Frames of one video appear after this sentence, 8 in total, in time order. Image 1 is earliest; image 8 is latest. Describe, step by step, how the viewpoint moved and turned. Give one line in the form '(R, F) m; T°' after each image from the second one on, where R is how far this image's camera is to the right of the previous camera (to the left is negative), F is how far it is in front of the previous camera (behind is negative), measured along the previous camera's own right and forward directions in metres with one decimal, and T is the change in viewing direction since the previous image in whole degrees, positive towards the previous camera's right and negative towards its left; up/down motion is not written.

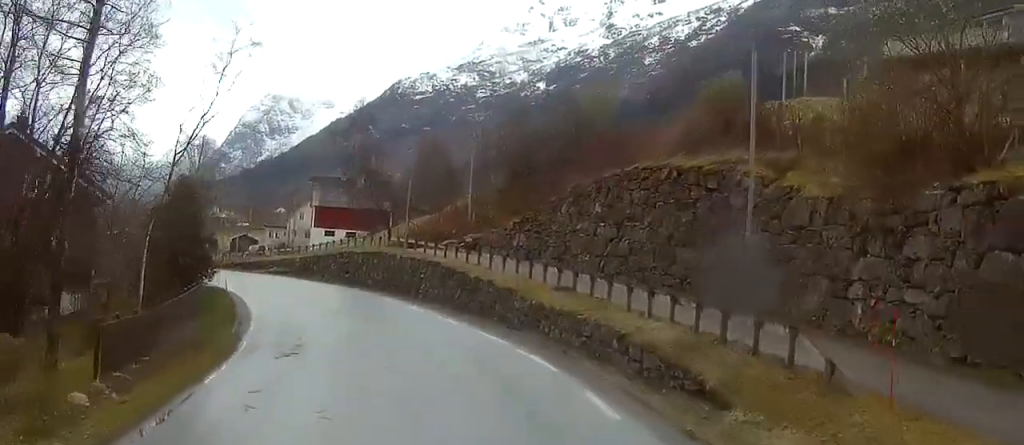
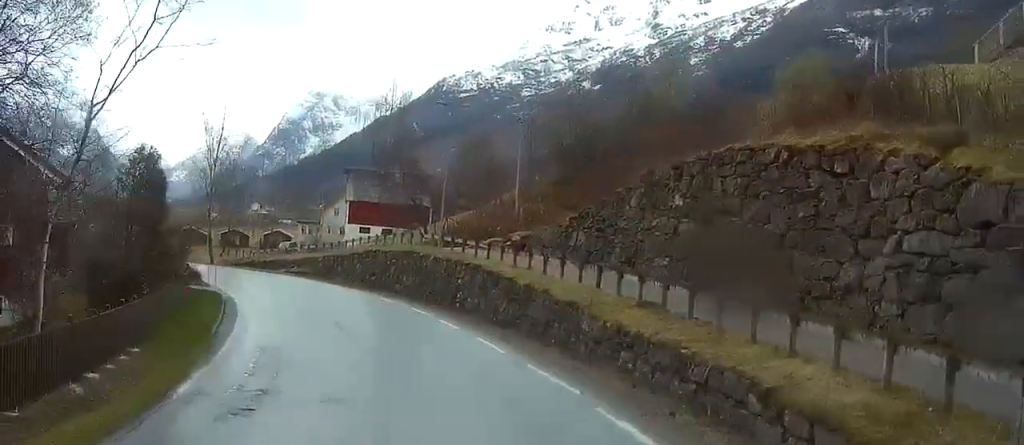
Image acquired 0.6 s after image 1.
(0.0, +9.1) m; -1°
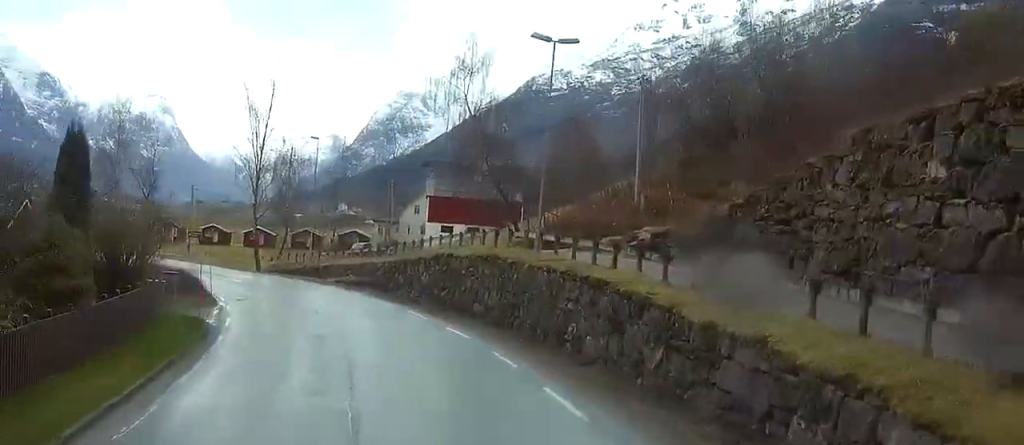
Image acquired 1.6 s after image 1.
(-0.3, +15.5) m; -4°
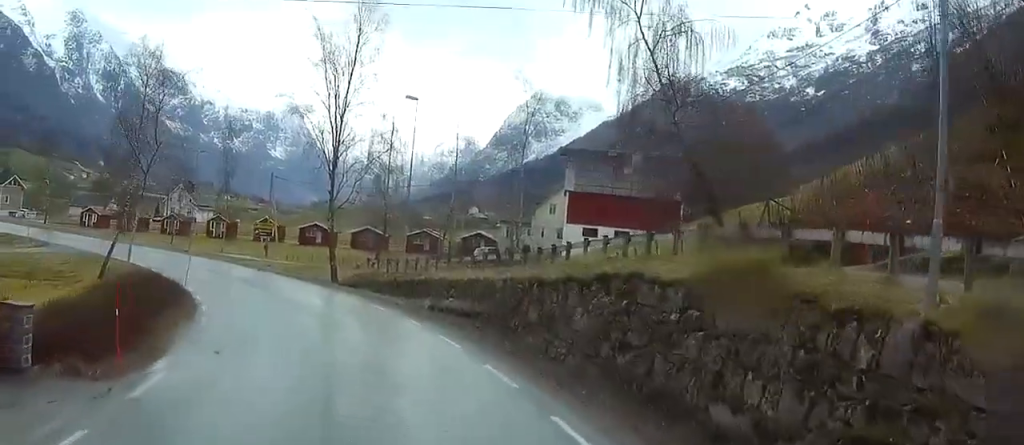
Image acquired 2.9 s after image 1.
(-1.2, +22.3) m; -8°
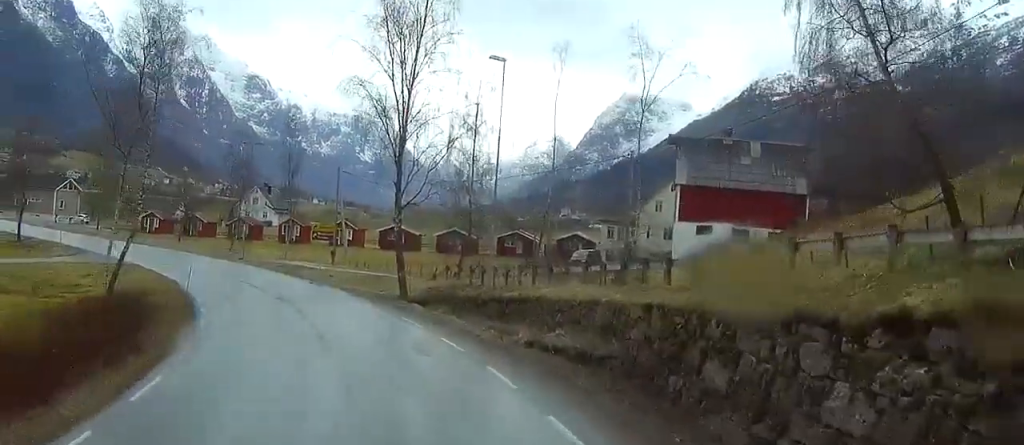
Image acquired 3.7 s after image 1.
(-0.7, +13.1) m; -6°
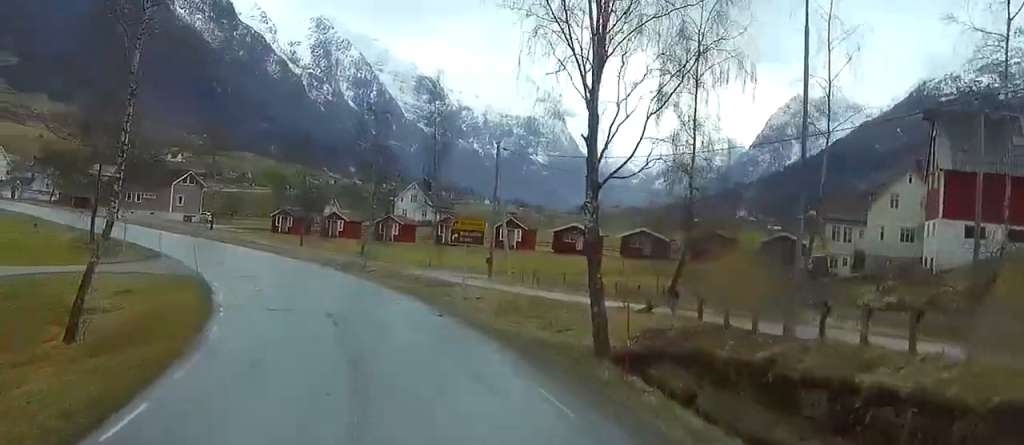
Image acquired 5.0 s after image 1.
(-1.9, +23.5) m; -9°
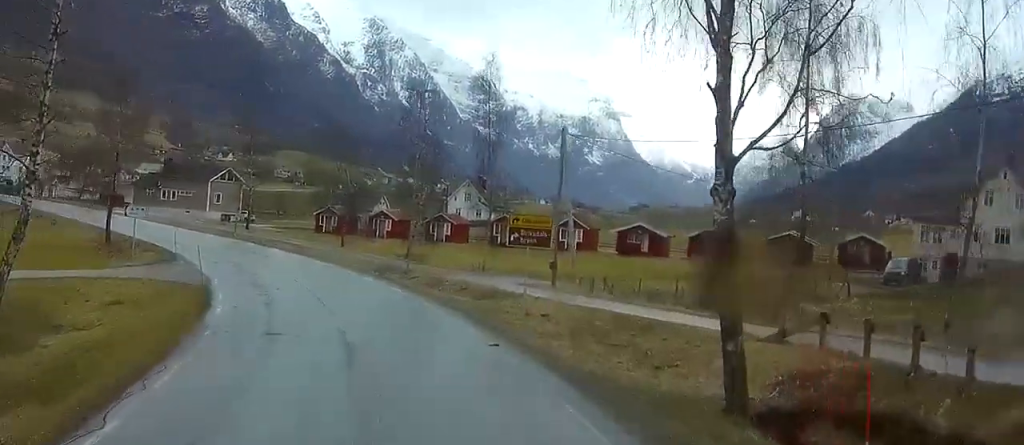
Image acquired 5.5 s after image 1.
(-0.3, +9.0) m; -2°
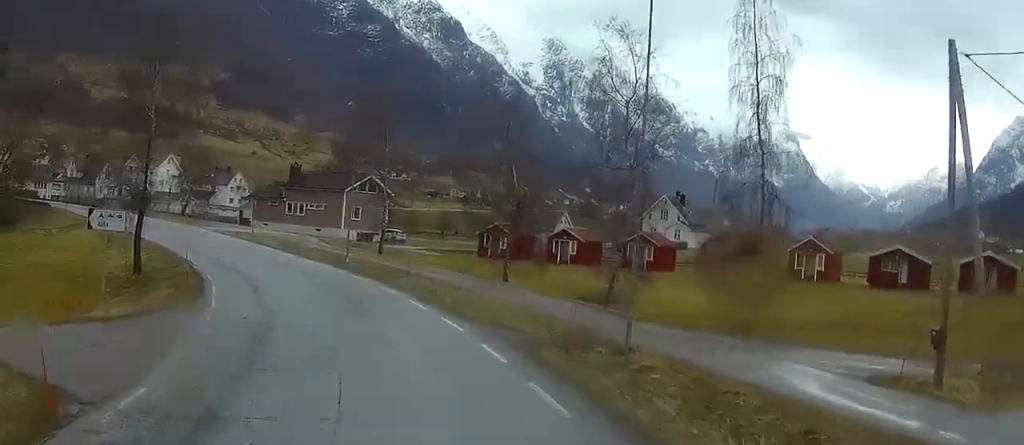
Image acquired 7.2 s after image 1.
(-1.8, +28.2) m; -10°
